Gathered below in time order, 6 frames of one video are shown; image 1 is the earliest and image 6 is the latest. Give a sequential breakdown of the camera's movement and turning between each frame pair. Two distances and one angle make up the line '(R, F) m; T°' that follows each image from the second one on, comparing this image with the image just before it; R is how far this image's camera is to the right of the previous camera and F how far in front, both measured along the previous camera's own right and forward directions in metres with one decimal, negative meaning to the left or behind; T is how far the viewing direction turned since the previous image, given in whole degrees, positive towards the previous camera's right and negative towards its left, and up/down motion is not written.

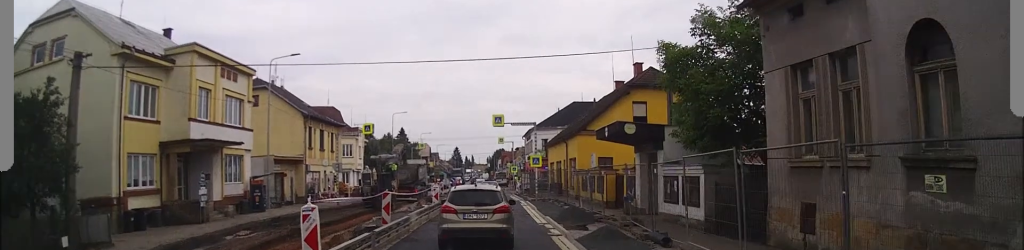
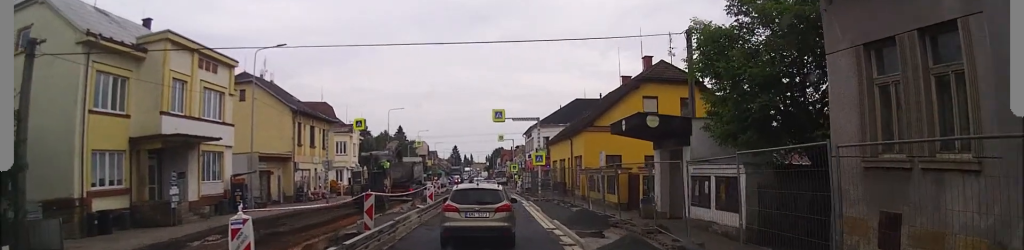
(0.0, +3.2) m; 0°
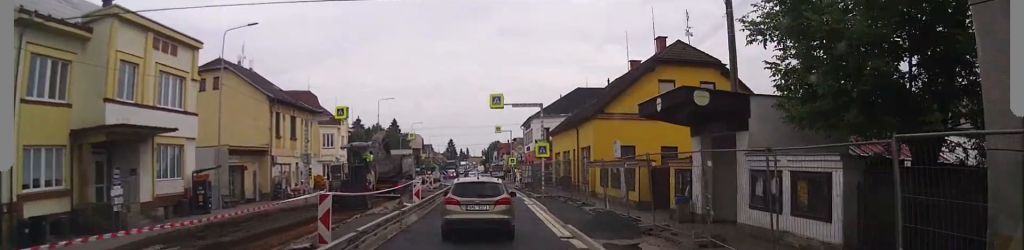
(0.0, +4.5) m; +1°
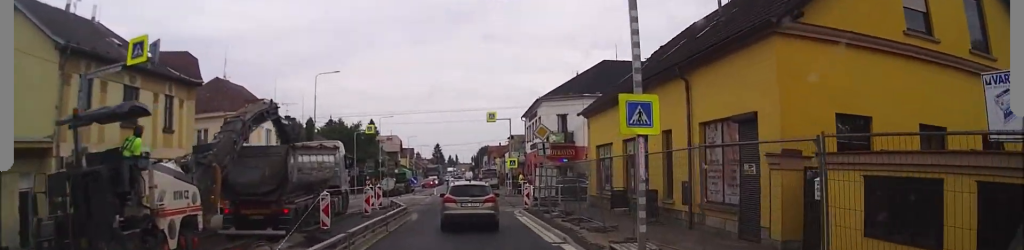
(+0.7, +23.8) m; +1°
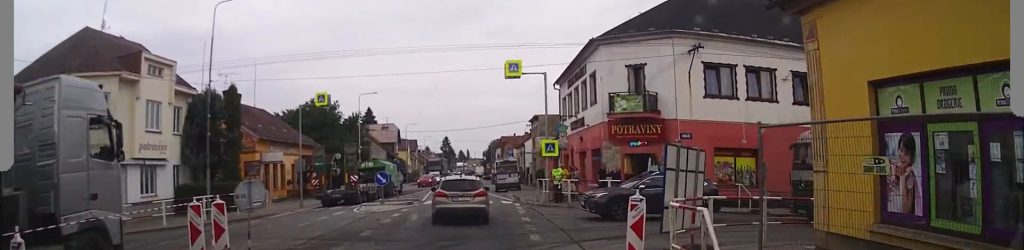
(-0.4, +21.4) m; -2°
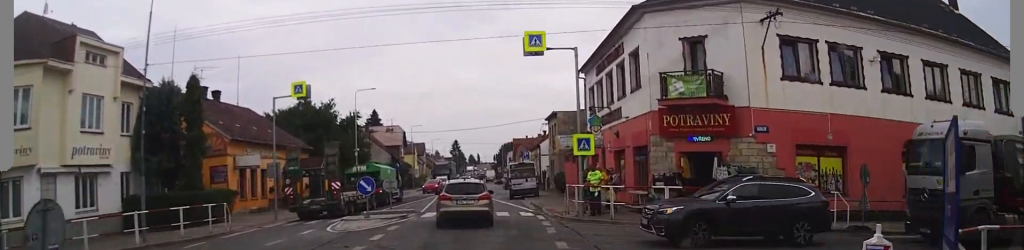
(0.0, +7.1) m; -1°
